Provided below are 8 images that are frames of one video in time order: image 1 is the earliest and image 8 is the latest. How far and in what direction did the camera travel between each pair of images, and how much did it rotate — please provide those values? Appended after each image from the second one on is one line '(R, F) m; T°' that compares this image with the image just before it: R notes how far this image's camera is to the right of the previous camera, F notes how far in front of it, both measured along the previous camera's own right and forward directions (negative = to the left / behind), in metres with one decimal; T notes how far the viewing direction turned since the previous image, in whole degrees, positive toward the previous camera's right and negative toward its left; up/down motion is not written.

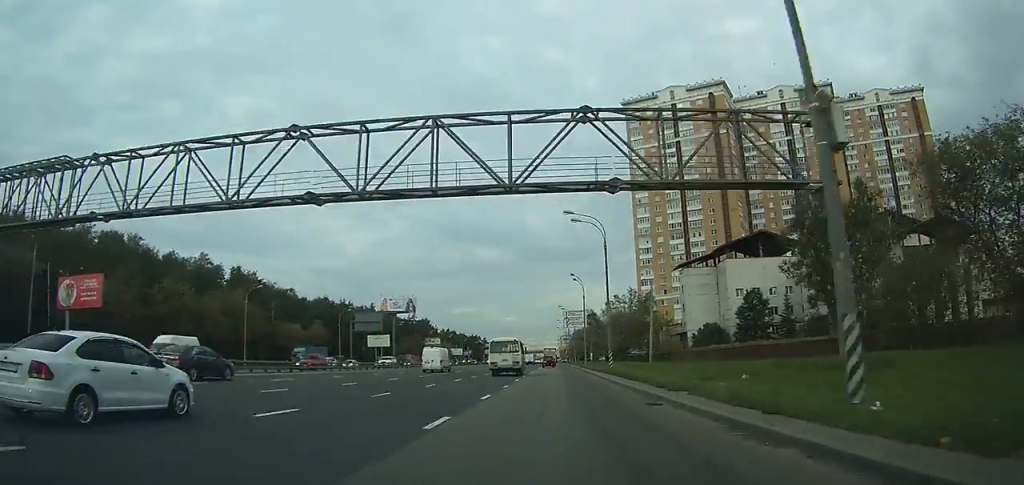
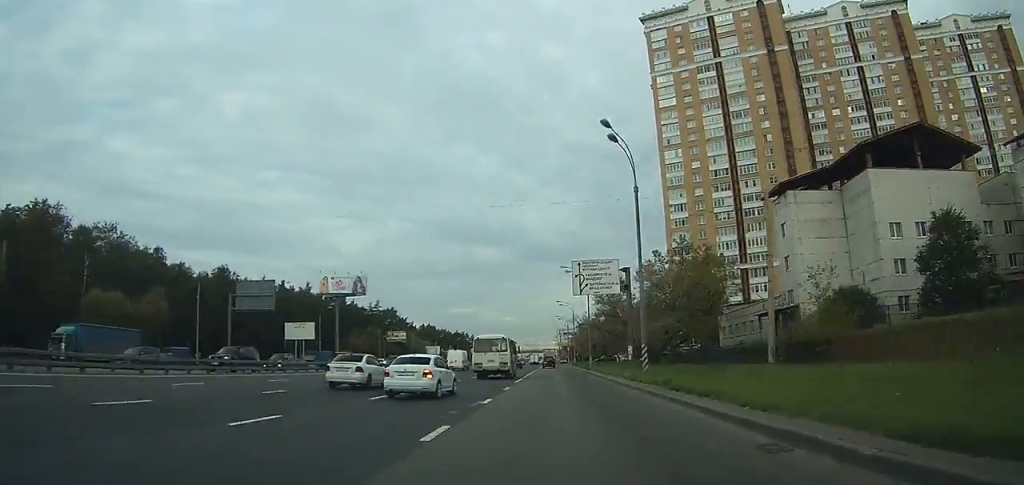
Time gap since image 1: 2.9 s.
(+0.2, +47.3) m; 0°
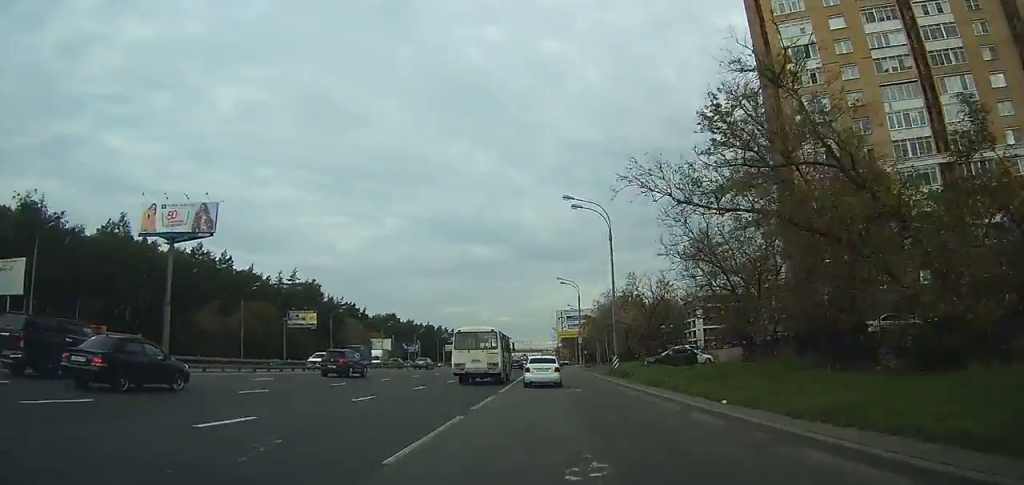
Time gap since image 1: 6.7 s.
(+0.2, +68.4) m; 0°
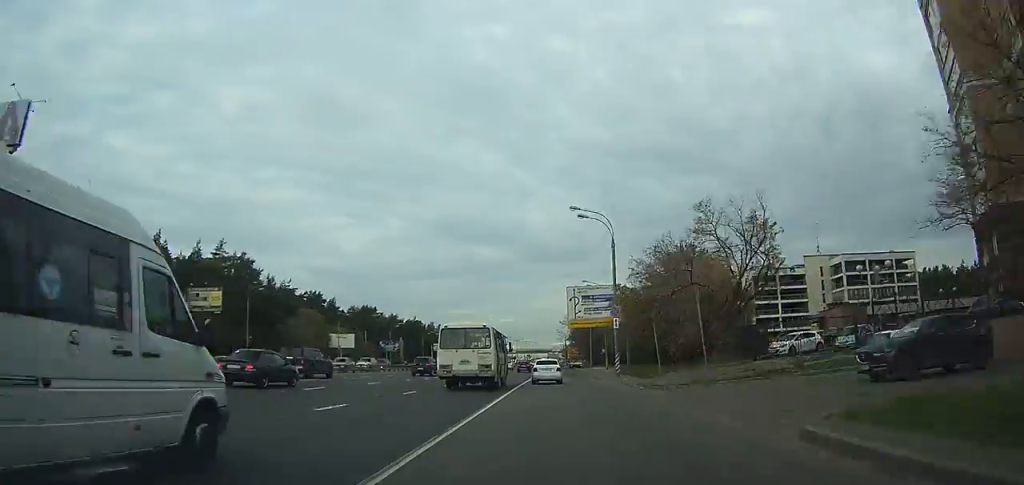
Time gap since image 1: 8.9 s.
(+0.1, +35.8) m; 0°
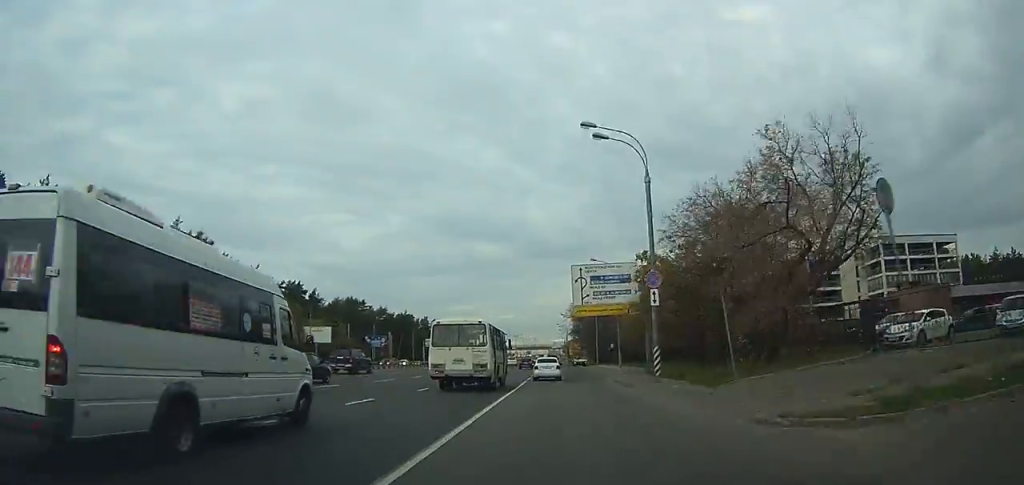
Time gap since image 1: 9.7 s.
(0.0, +13.9) m; 0°
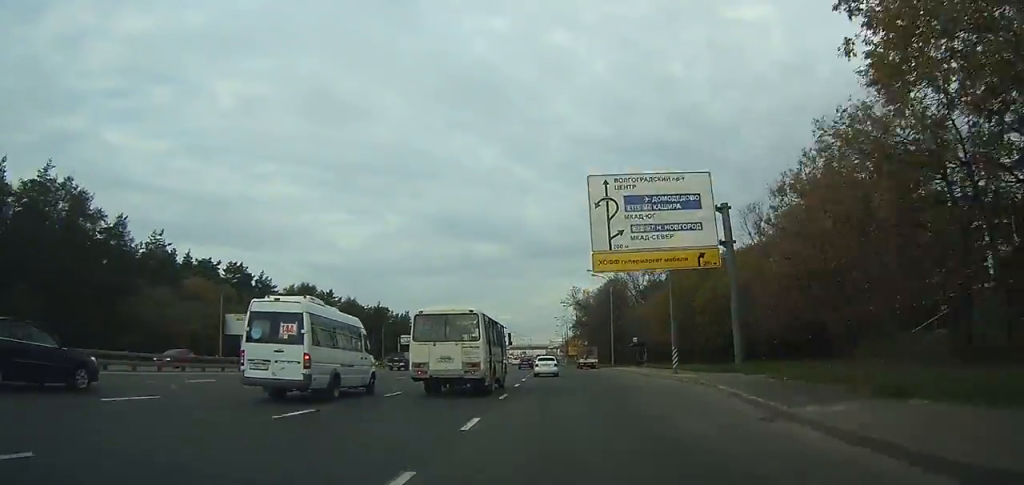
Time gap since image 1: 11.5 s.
(+0.1, +27.3) m; 0°
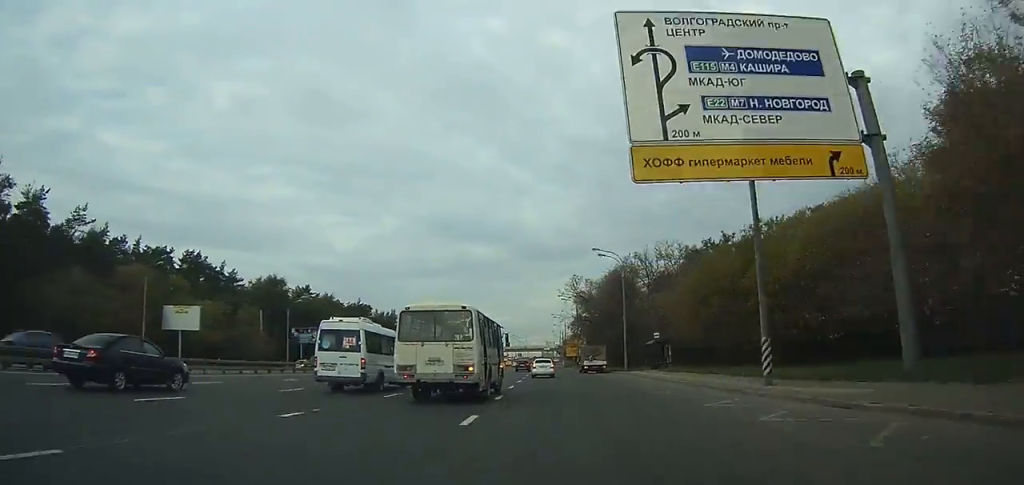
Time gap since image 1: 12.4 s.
(0.0, +14.5) m; 0°
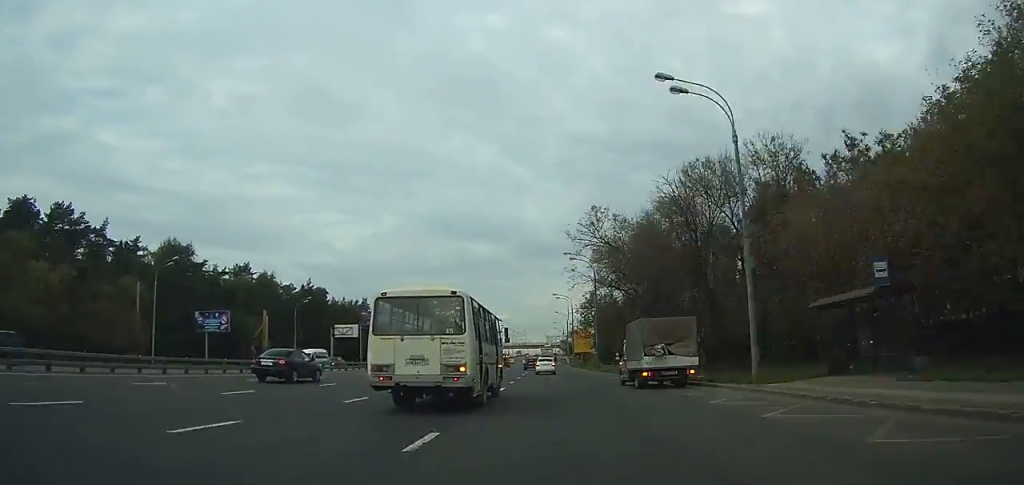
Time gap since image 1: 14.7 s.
(0.0, +37.0) m; 0°
